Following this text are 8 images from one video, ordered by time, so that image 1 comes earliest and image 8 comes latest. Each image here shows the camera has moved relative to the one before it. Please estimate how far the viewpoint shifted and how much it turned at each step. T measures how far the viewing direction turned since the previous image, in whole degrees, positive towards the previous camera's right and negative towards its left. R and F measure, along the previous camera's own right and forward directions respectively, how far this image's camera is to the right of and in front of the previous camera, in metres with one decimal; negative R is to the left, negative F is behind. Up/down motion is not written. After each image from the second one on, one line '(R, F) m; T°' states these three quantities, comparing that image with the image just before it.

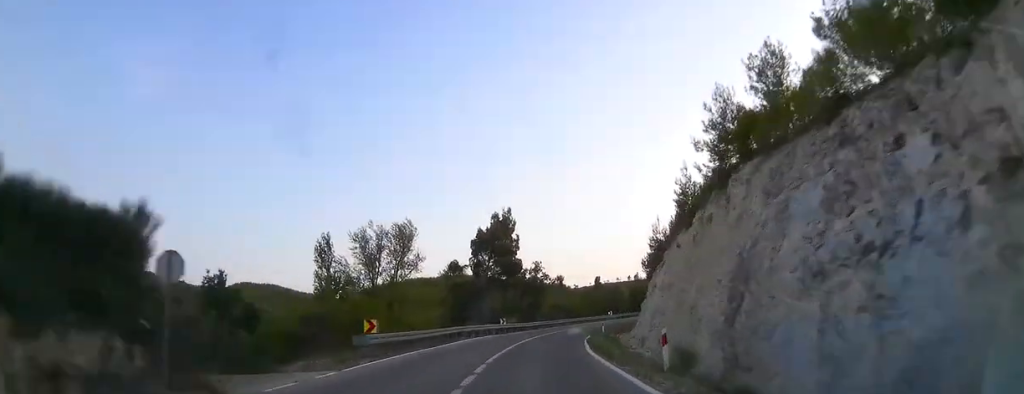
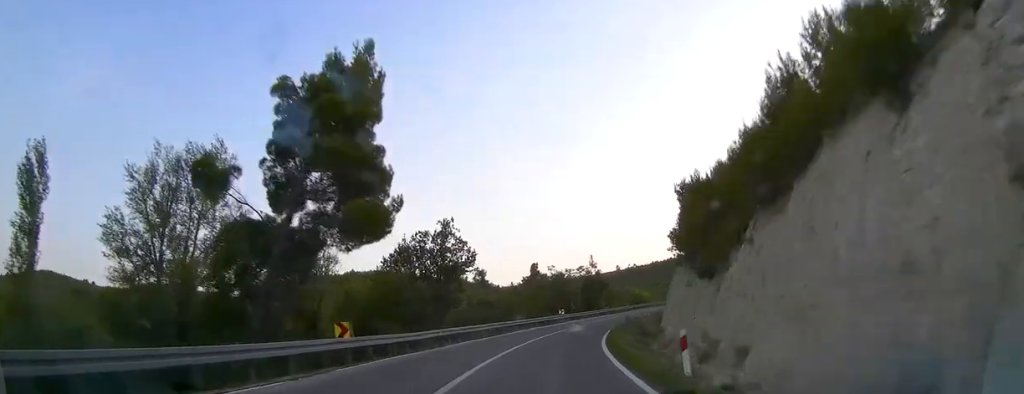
(+0.7, +30.8) m; +4°
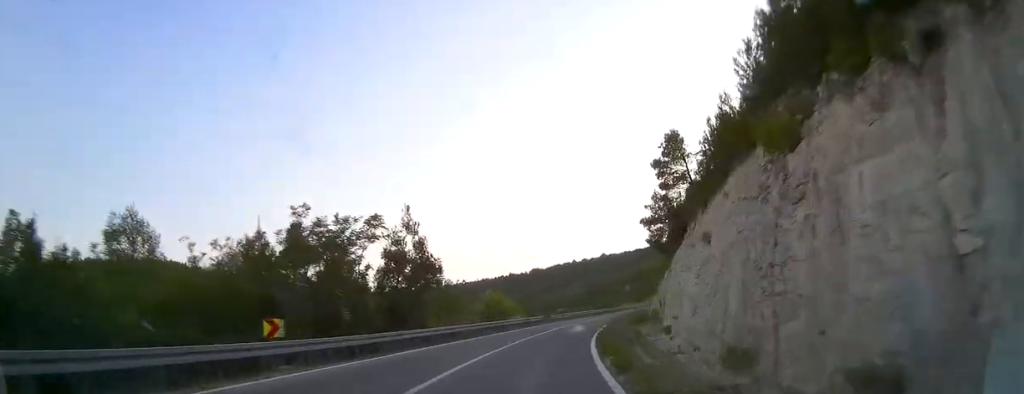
(+3.4, +42.1) m; +15°
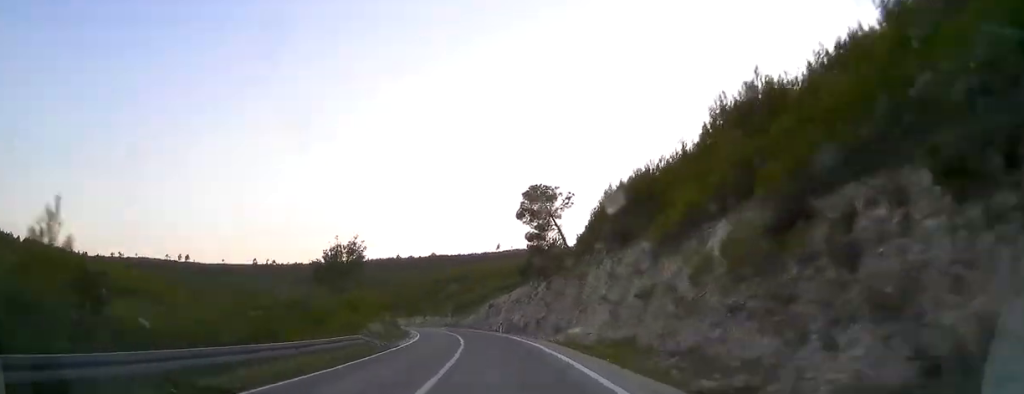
(+24.8, +91.7) m; +18°
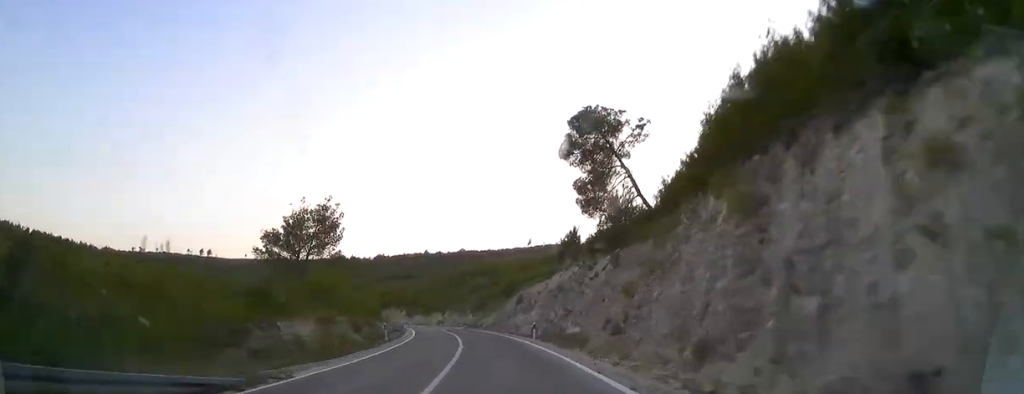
(-0.5, +18.3) m; -2°
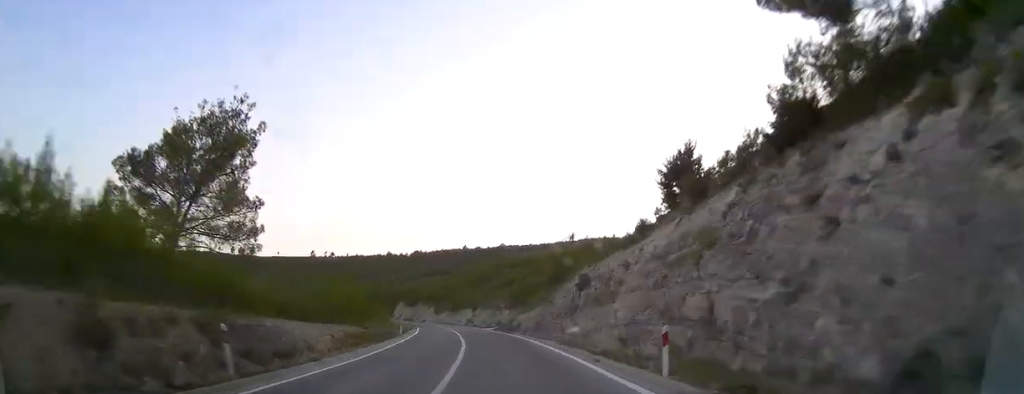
(0.0, +21.0) m; -3°
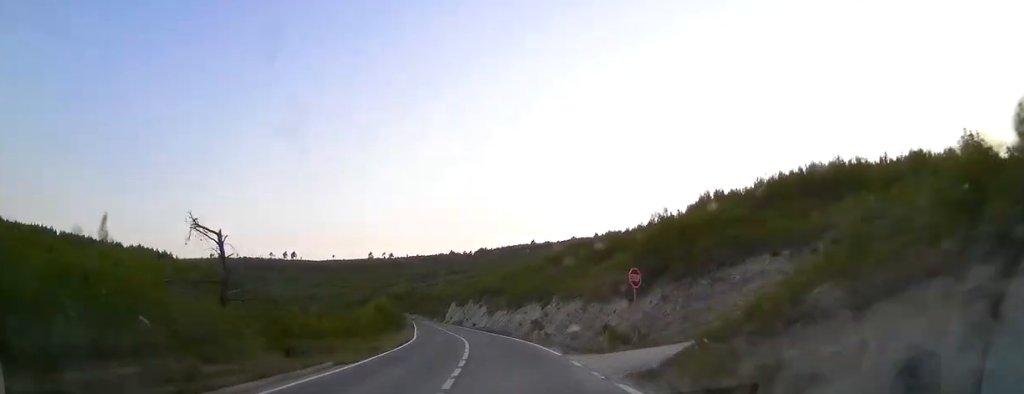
(-2.3, +39.6) m; -7°
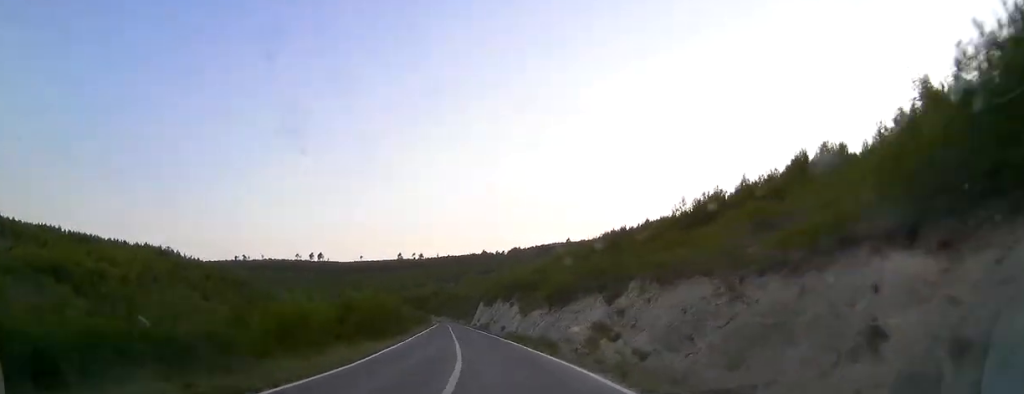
(-1.3, +20.0) m; -4°
